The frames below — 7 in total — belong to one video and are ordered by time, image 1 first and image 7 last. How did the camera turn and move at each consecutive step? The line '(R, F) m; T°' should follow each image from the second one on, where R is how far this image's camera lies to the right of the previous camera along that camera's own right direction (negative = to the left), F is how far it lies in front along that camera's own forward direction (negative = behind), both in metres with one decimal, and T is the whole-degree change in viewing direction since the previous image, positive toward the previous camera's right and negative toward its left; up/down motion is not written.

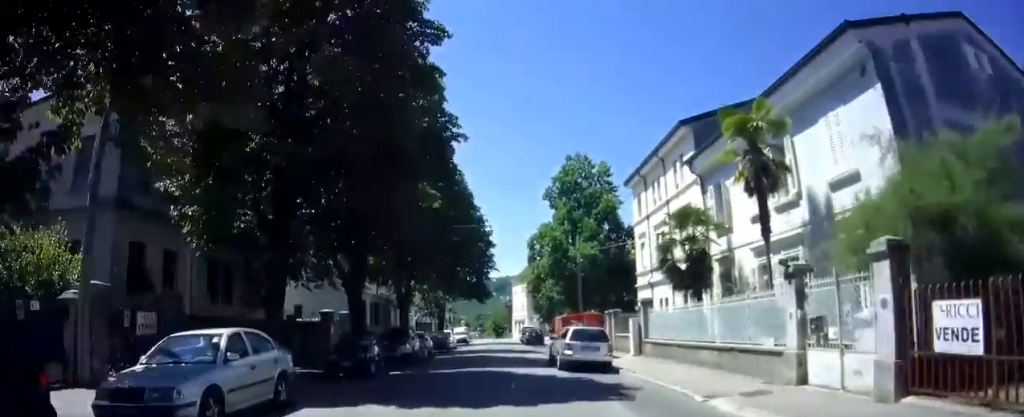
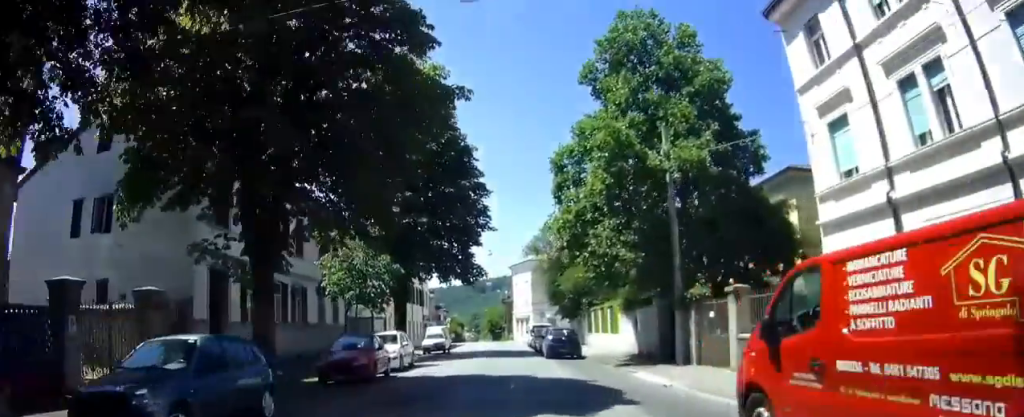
(-0.1, +21.2) m; -3°
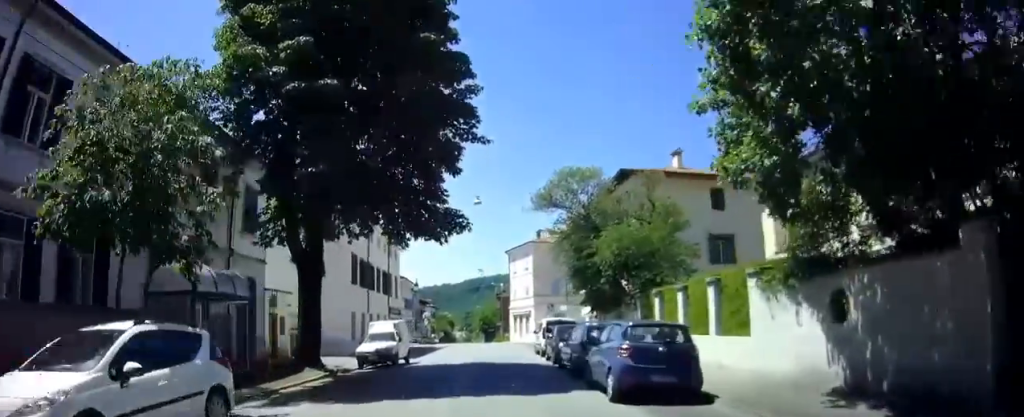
(-0.3, +15.0) m; +2°
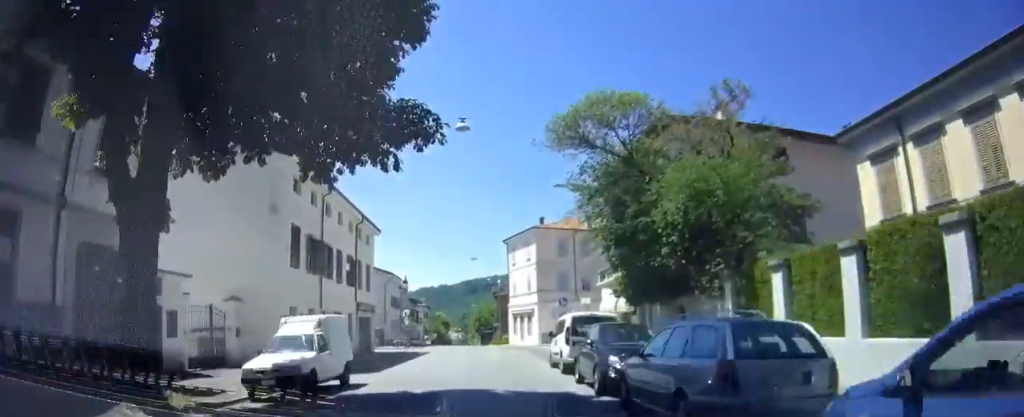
(+0.4, +9.0) m; +3°
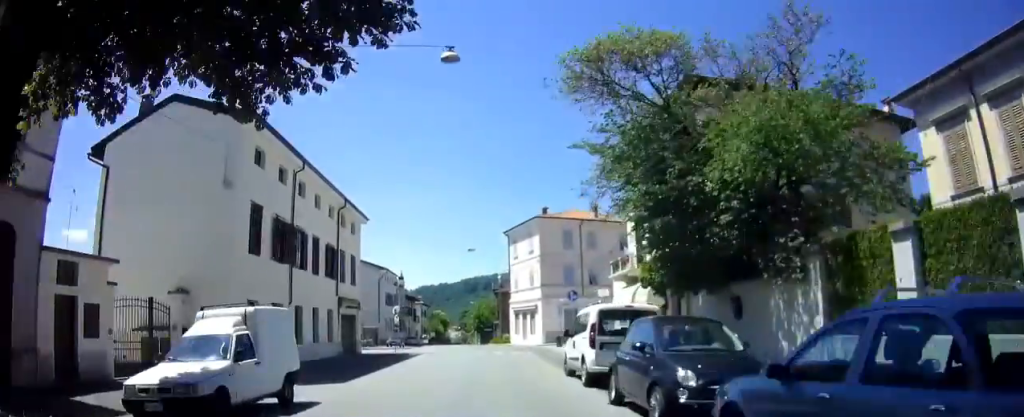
(+0.2, +4.6) m; 0°
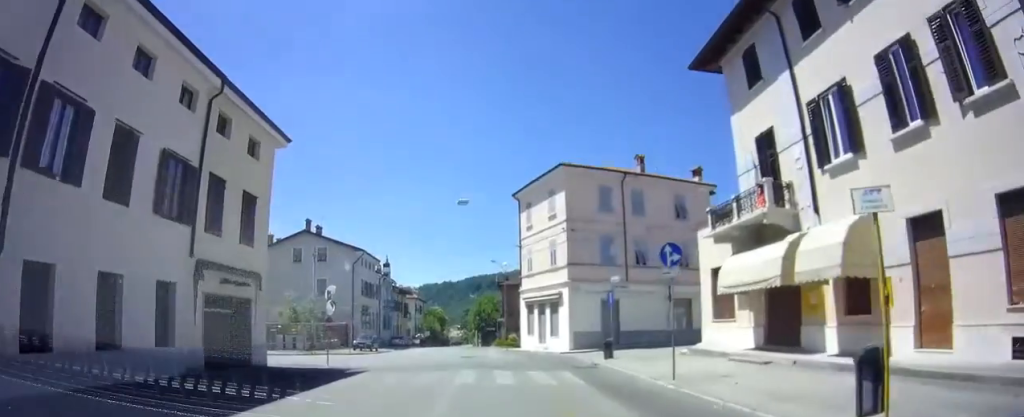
(-0.8, +14.8) m; -5°
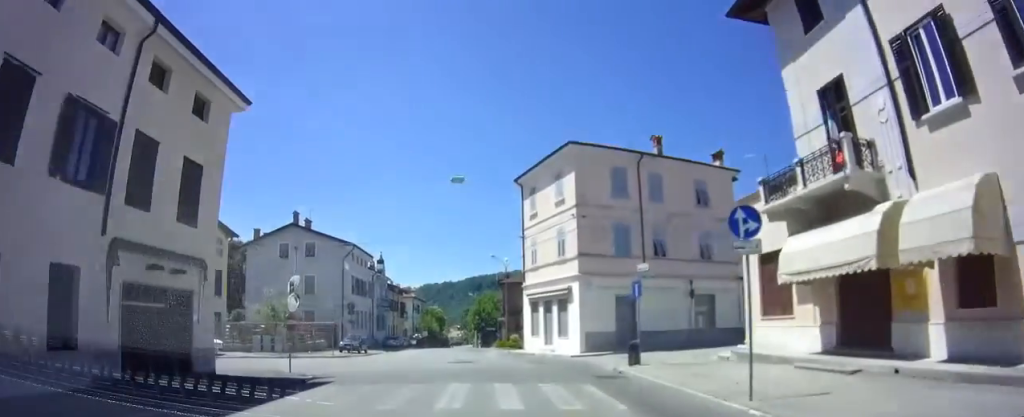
(-0.3, +3.9) m; +1°
